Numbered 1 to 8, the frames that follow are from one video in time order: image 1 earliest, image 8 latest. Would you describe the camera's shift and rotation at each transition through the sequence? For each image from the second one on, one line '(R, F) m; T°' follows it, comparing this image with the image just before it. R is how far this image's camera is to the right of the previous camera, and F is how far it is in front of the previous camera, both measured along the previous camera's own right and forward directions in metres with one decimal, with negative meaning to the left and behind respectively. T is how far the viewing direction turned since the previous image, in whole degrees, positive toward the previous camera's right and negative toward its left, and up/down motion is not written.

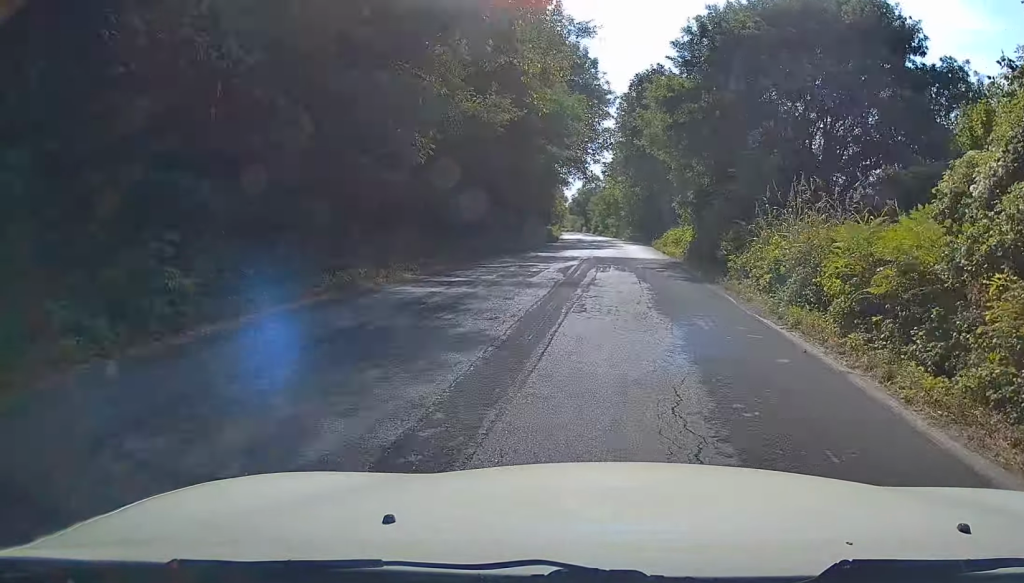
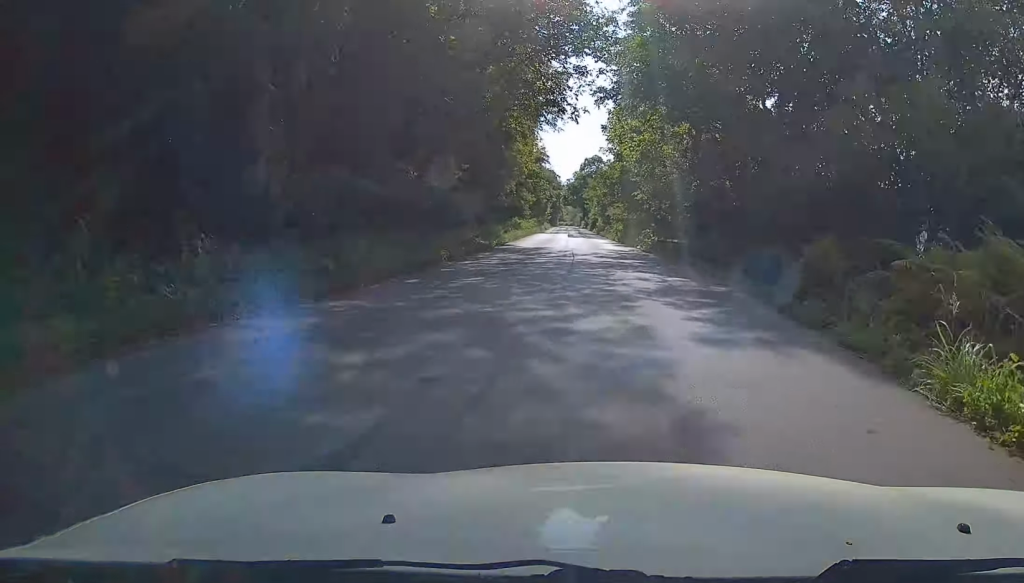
(0.0, +39.8) m; 0°
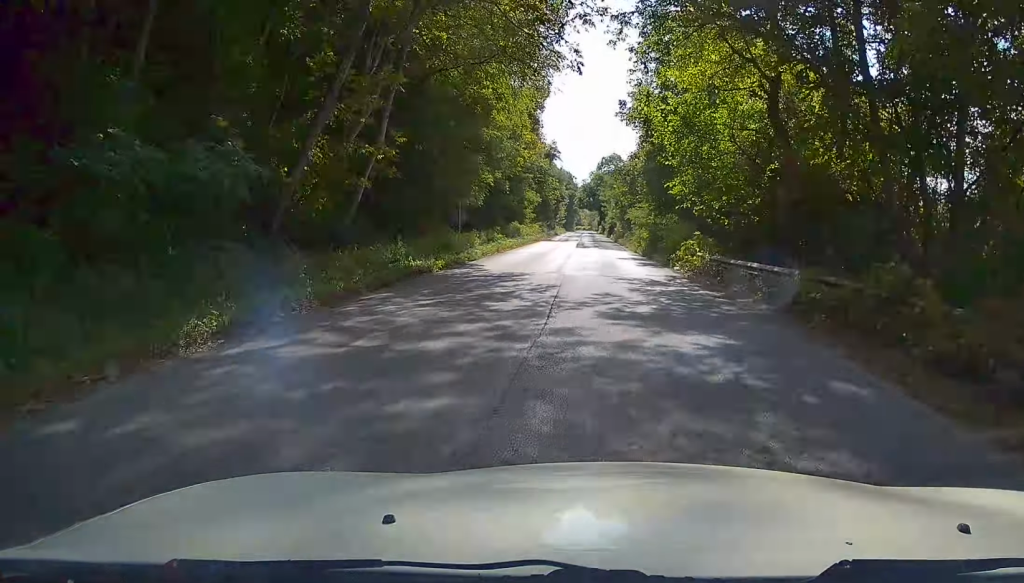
(+0.2, +13.6) m; -1°
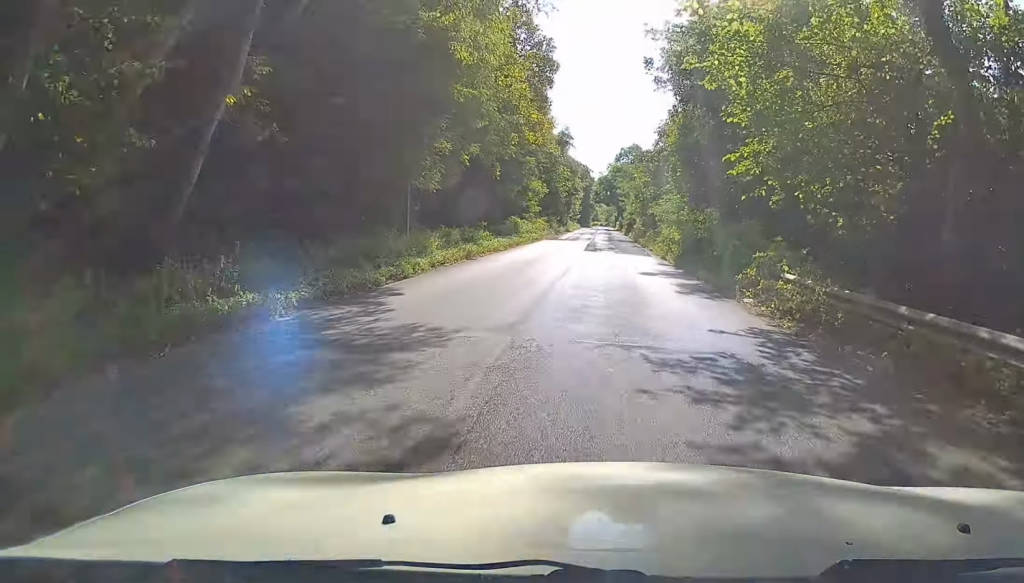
(-0.2, +10.5) m; -1°
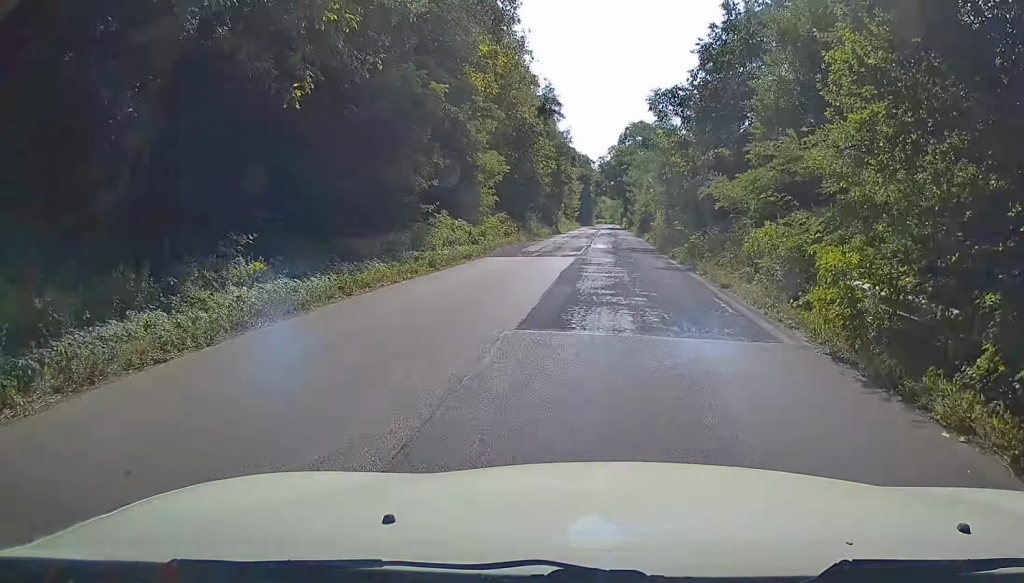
(-0.5, +23.9) m; -1°
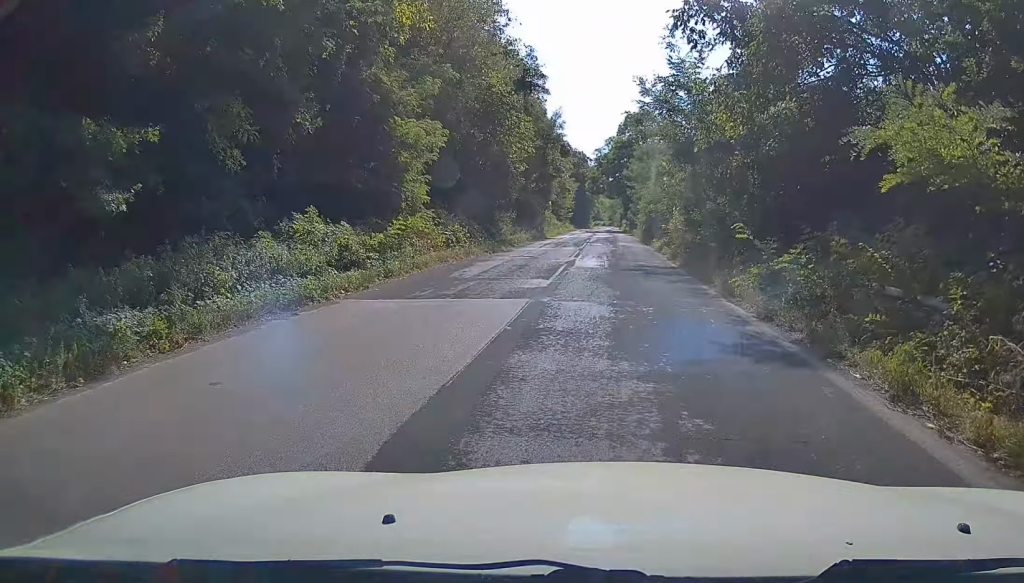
(0.0, +12.7) m; +1°
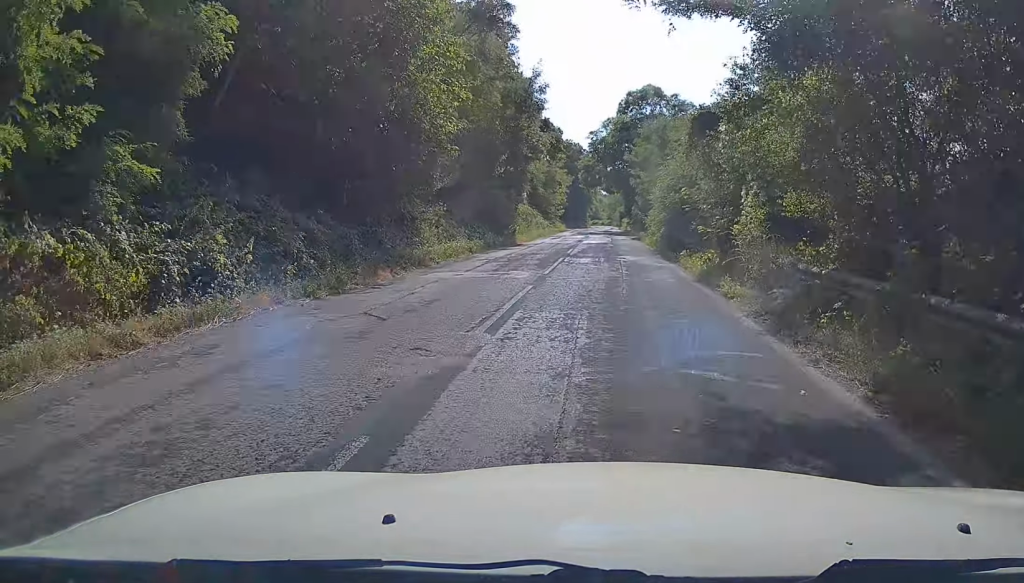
(+0.3, +16.2) m; +1°
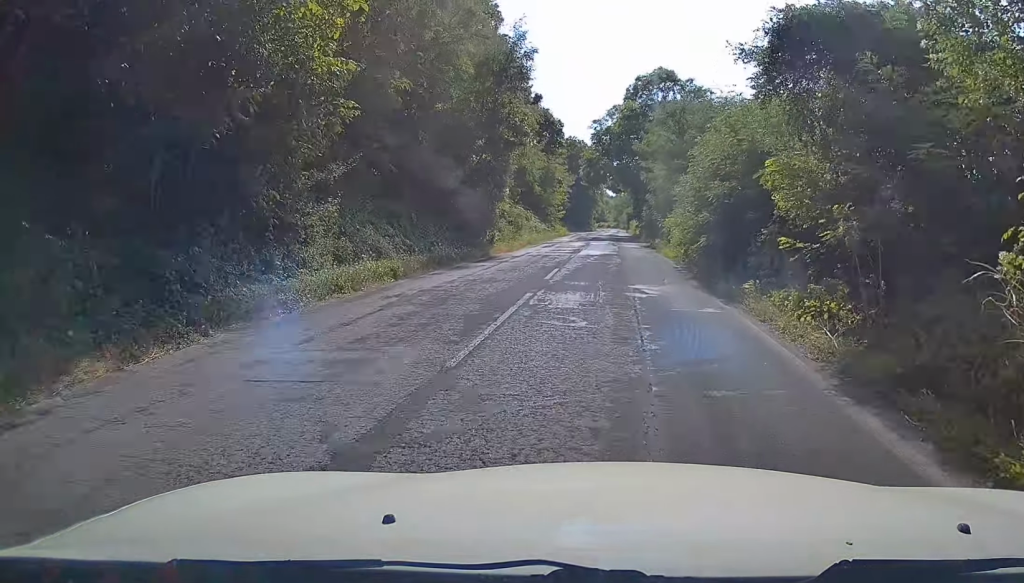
(0.0, +9.6) m; -1°
